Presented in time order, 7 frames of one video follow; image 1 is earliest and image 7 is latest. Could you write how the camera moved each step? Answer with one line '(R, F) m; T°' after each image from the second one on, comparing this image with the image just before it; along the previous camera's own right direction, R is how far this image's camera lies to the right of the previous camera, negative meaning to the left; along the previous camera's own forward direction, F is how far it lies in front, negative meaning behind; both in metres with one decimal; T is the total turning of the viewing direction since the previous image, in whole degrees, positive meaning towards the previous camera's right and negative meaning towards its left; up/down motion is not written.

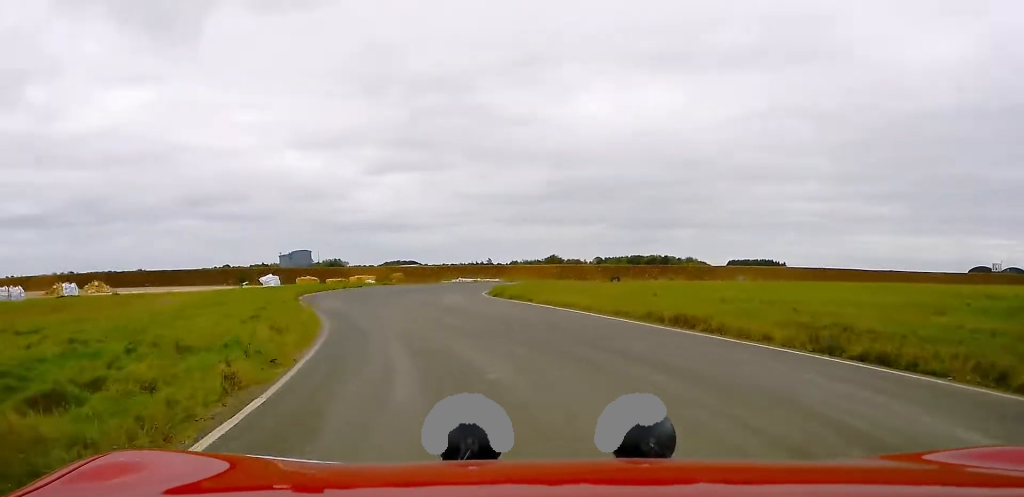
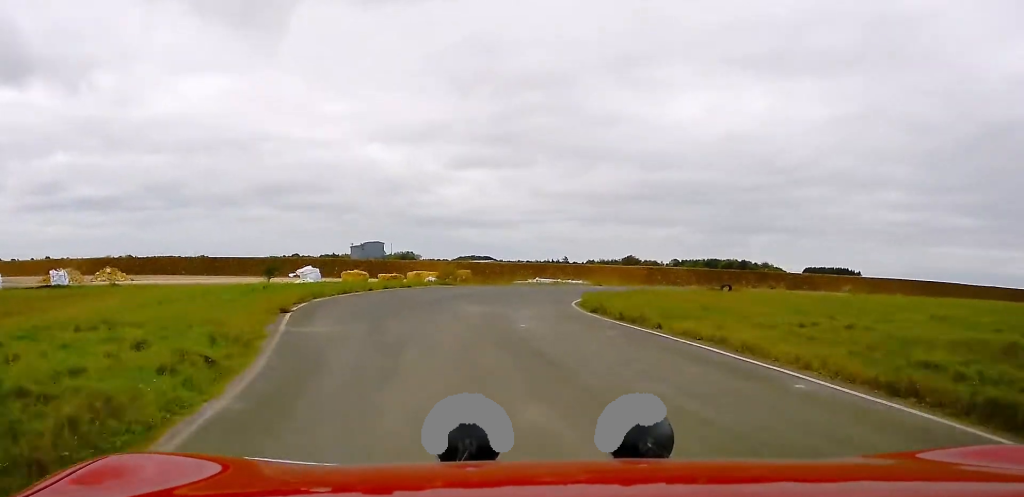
(-1.5, +10.1) m; -9°
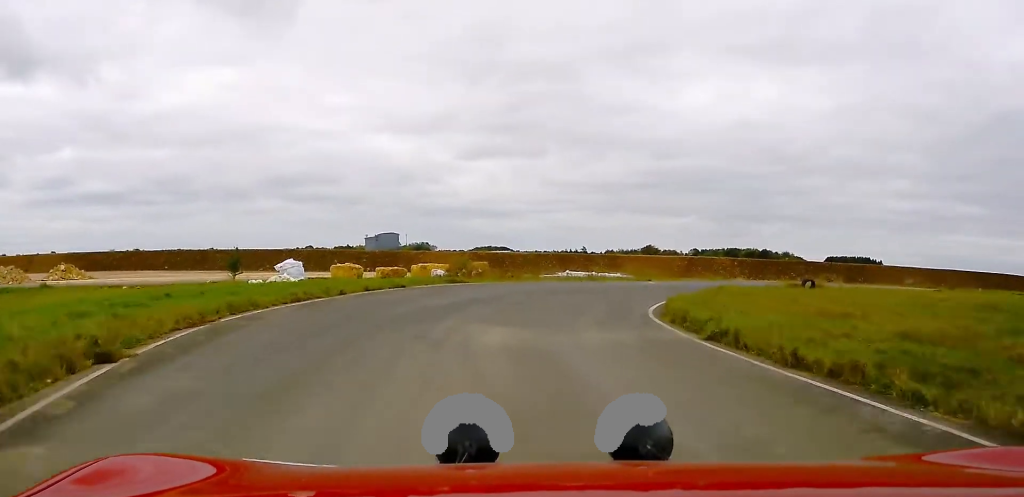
(-0.4, +9.7) m; +2°
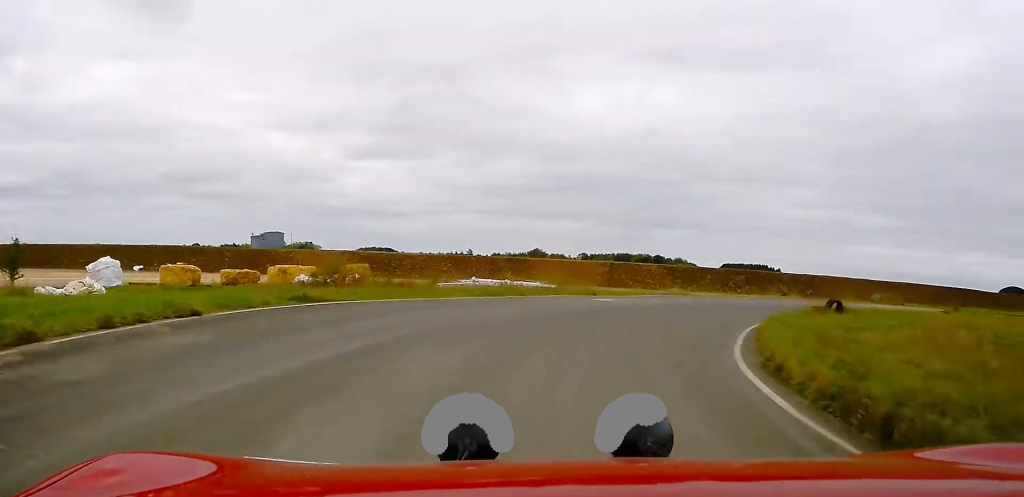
(+0.2, +12.9) m; +9°
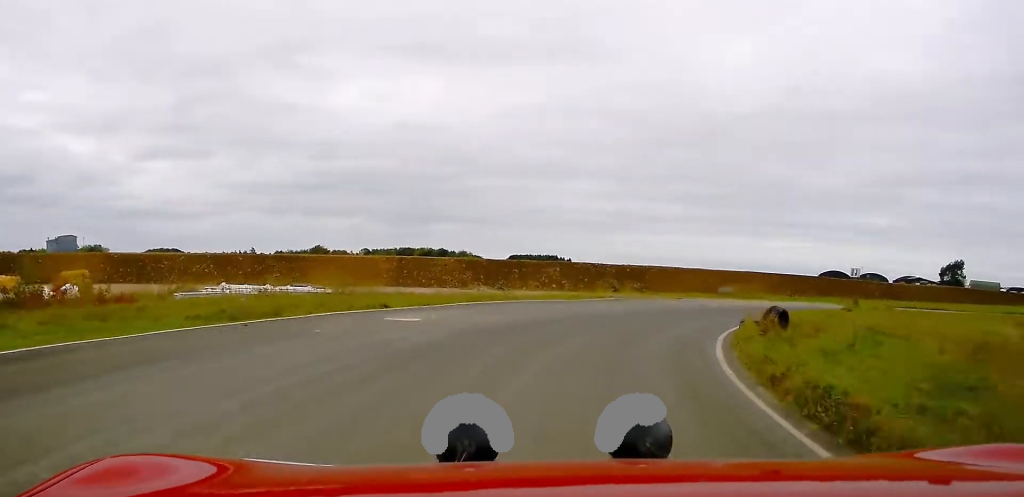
(+0.5, +10.0) m; +12°
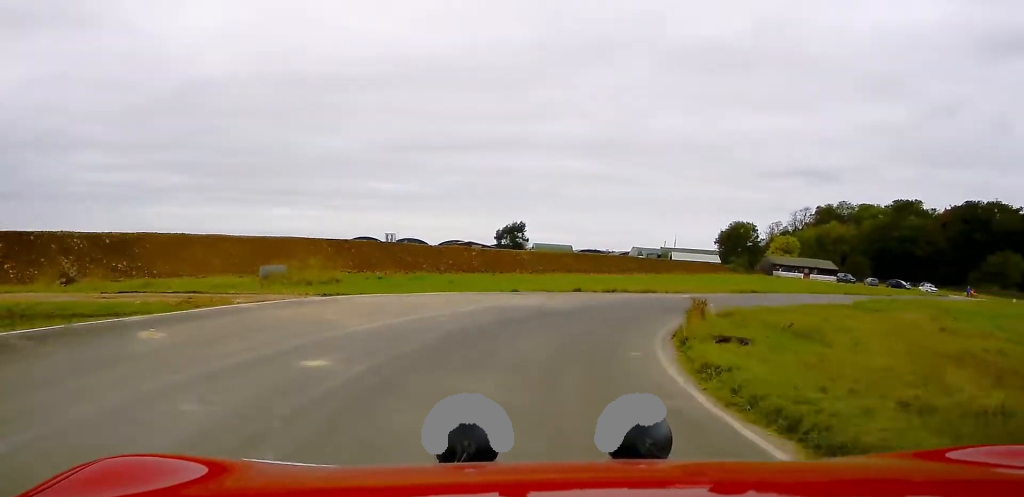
(+6.1, +22.8) m; +33°
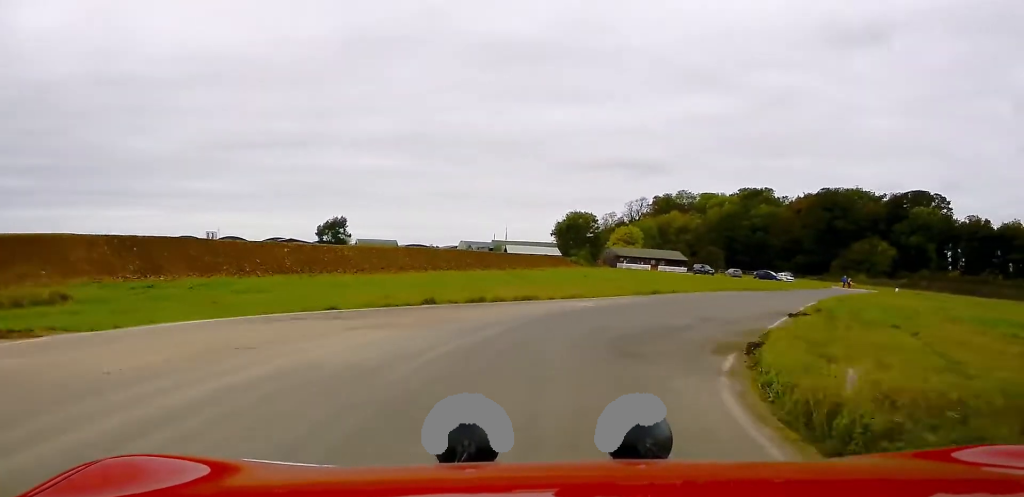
(+2.1, +10.4) m; +13°
